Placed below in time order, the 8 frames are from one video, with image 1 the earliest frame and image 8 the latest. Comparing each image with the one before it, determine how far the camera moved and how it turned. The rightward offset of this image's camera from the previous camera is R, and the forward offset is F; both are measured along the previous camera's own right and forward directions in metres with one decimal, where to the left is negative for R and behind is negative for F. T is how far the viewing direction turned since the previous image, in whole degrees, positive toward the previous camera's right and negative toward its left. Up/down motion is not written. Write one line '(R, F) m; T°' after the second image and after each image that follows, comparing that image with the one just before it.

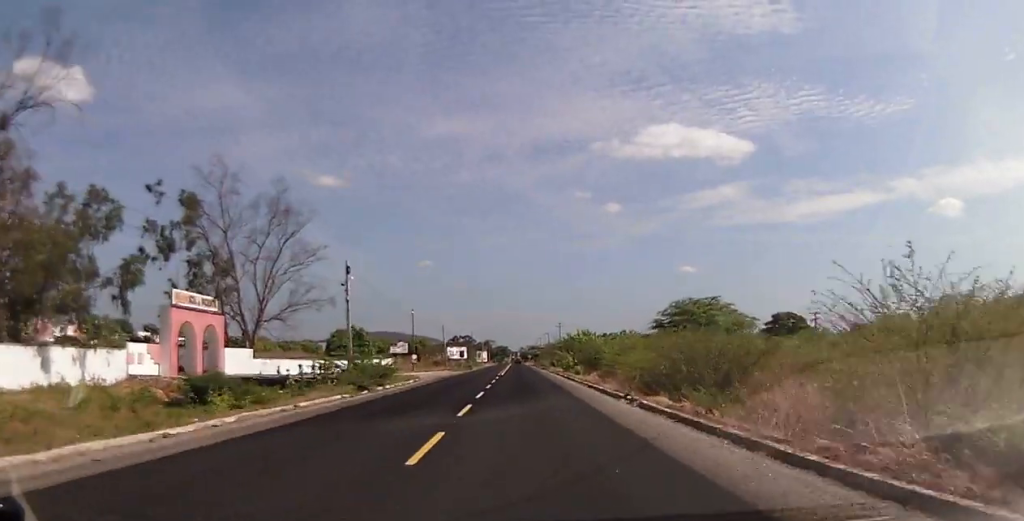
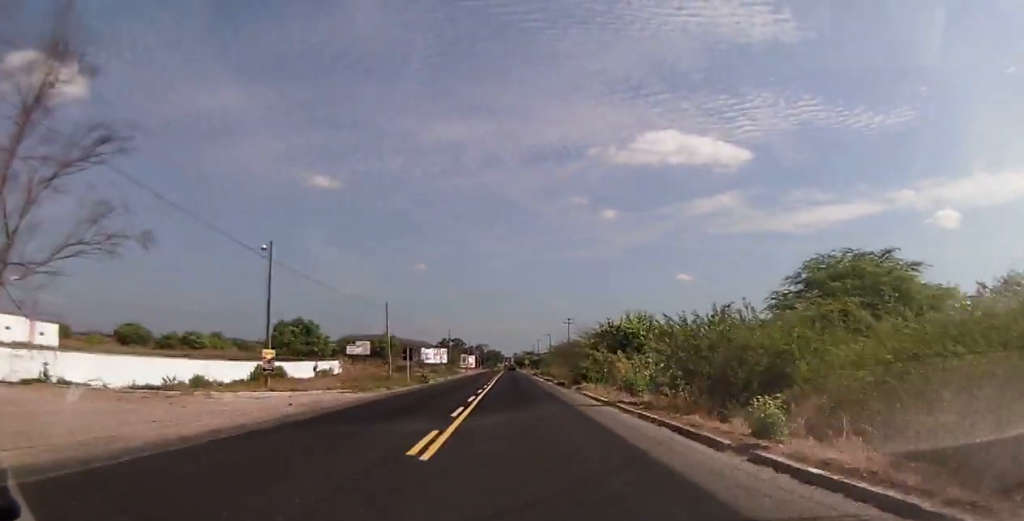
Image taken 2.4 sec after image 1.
(+0.1, +41.4) m; +1°
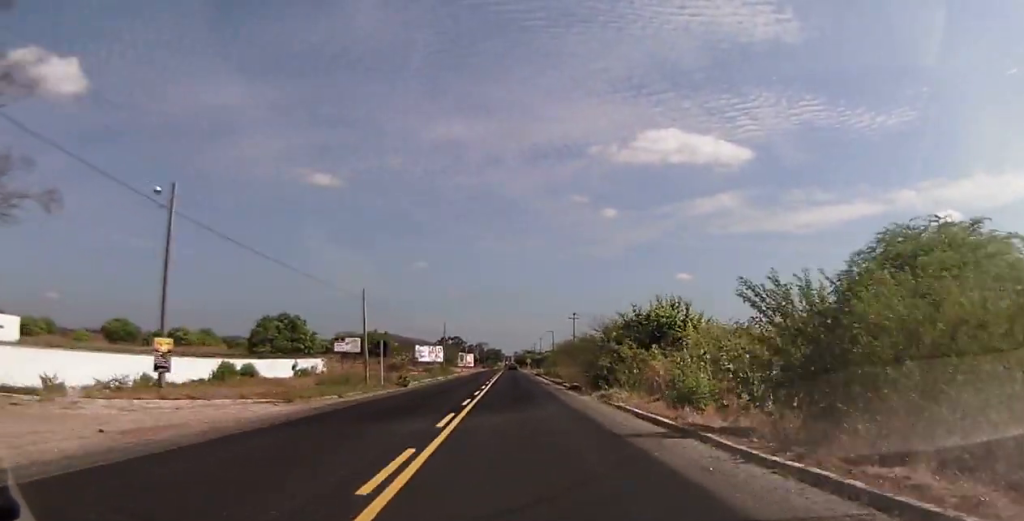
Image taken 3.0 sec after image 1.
(+0.1, +9.6) m; 0°
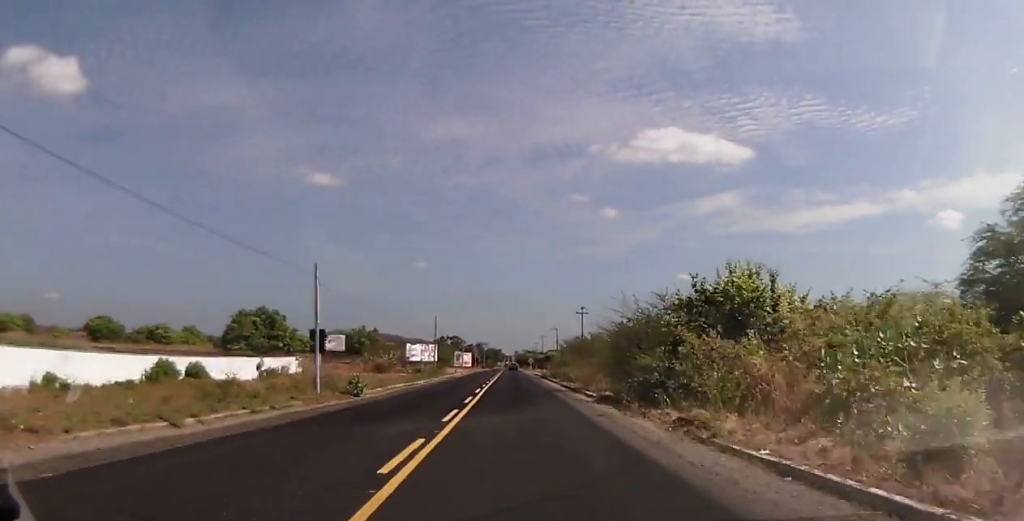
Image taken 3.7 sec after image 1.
(0.0, +12.5) m; 0°
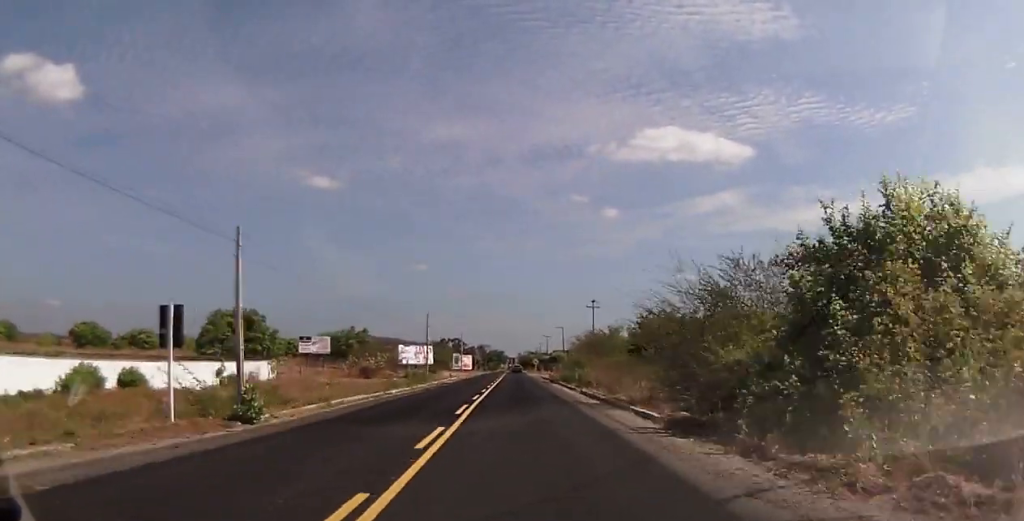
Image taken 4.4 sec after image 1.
(-0.1, +11.3) m; -1°
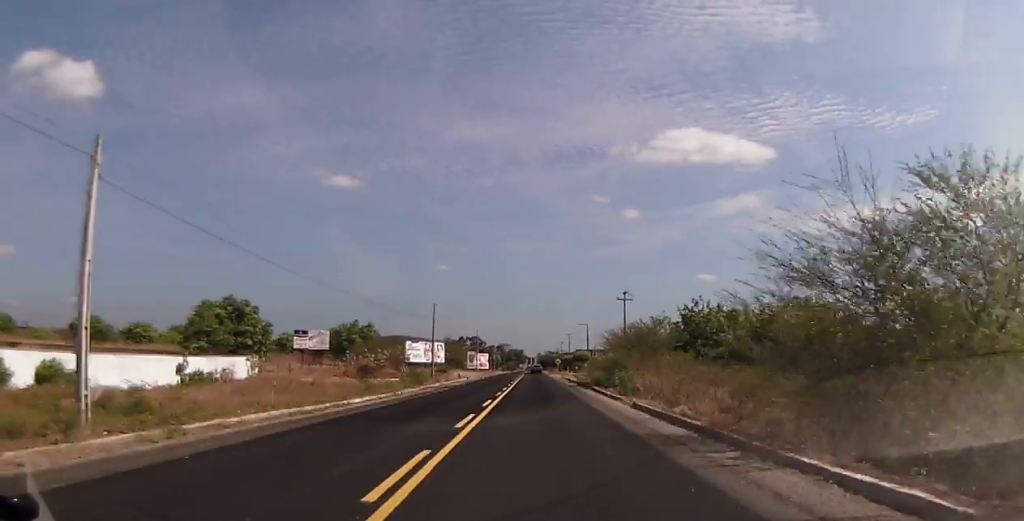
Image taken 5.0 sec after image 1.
(-0.1, +11.3) m; 0°
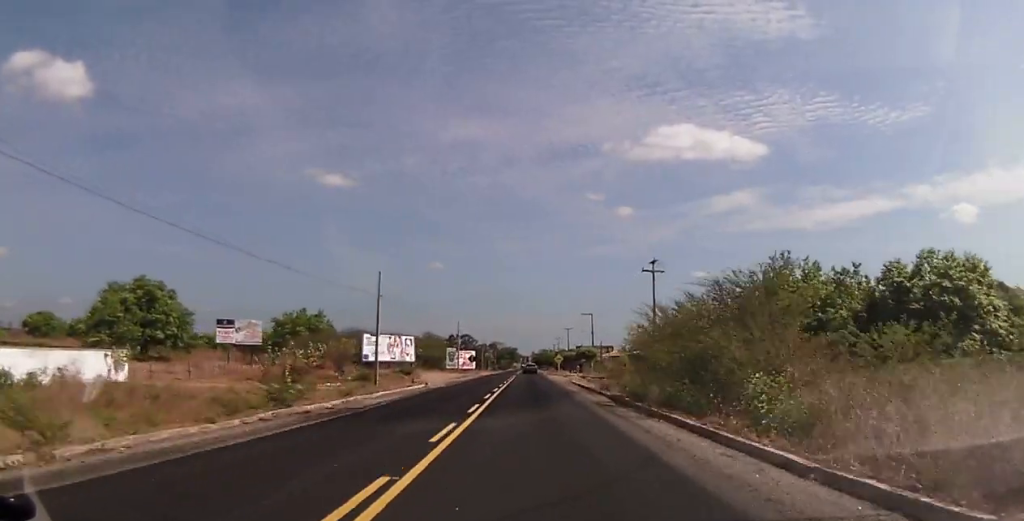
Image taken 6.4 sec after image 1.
(0.0, +23.0) m; 0°
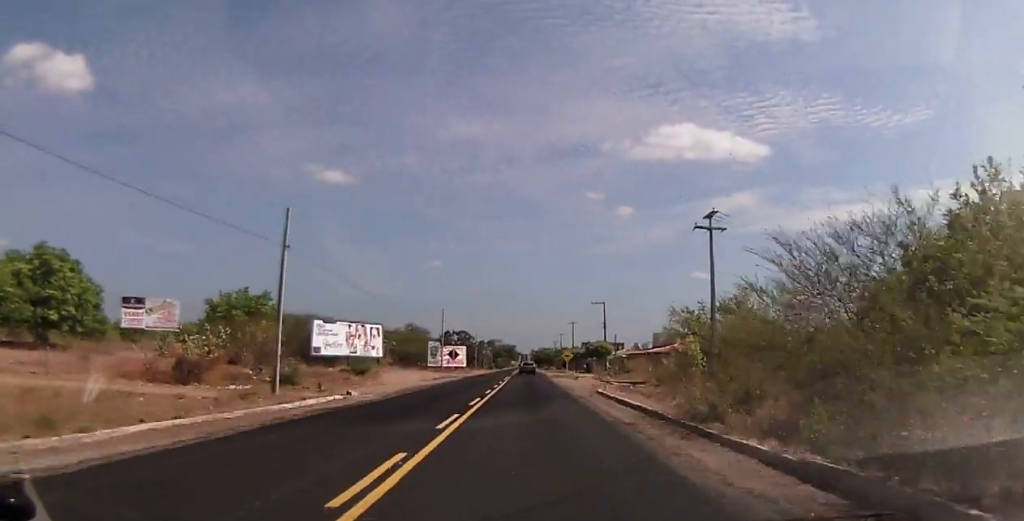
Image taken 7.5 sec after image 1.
(+0.2, +18.8) m; +1°
